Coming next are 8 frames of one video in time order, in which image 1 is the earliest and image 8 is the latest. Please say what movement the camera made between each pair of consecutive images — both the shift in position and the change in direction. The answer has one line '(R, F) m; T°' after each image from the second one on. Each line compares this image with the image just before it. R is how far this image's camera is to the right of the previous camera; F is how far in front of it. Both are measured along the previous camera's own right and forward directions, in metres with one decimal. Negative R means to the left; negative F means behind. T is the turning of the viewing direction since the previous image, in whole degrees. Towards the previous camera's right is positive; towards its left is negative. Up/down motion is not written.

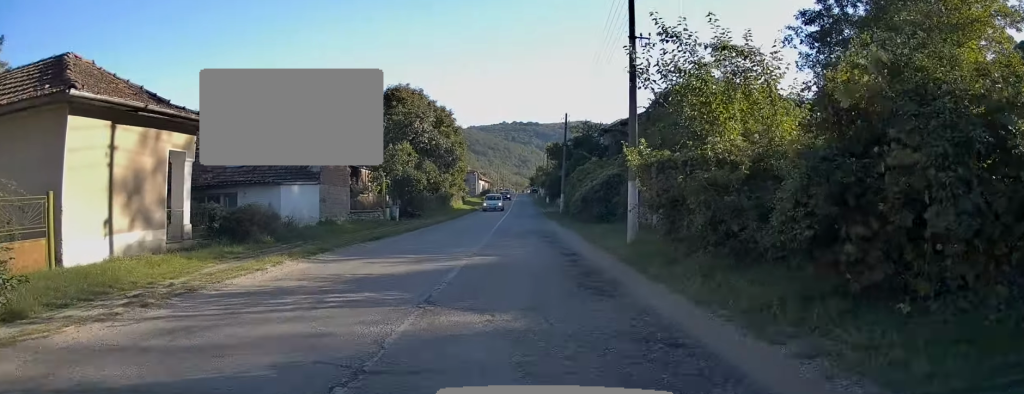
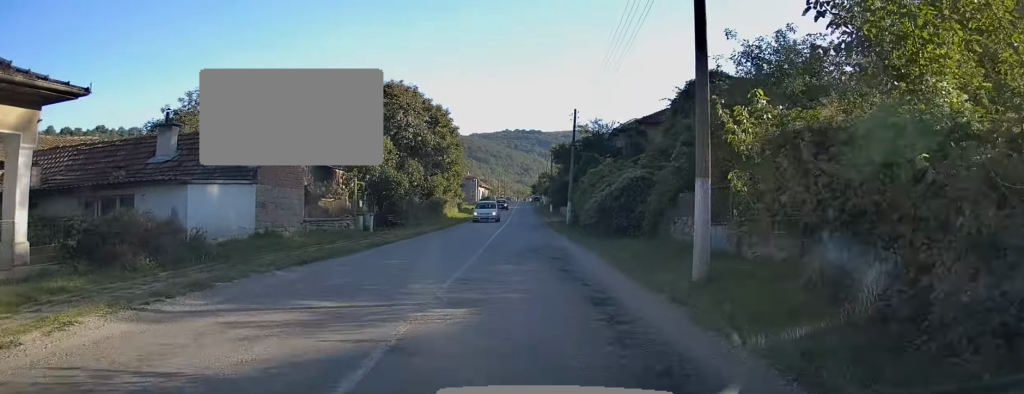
(-0.1, +6.0) m; -1°
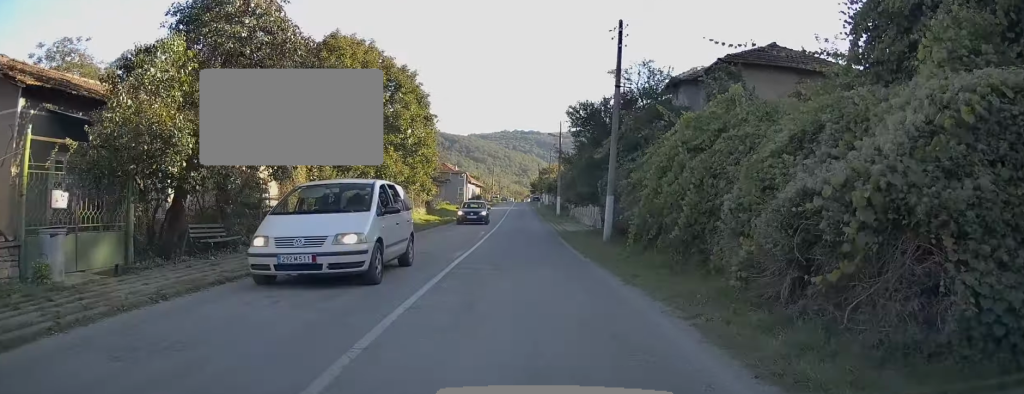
(-0.2, +19.6) m; 0°
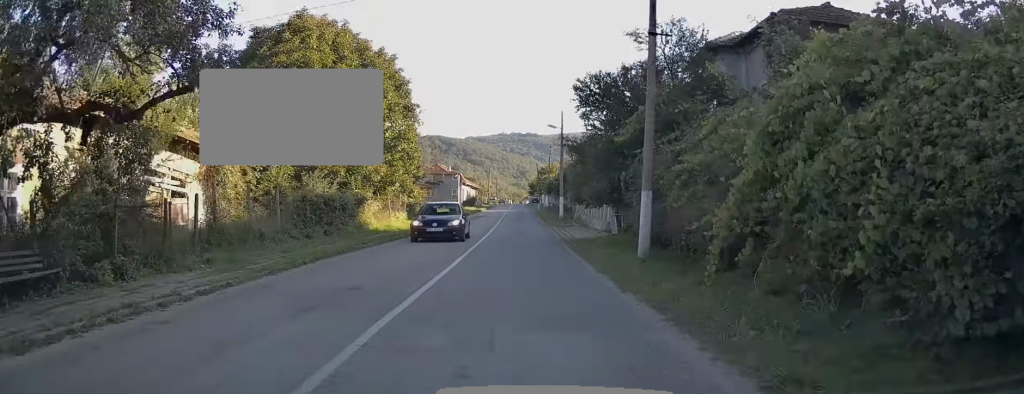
(+0.1, +6.5) m; 0°
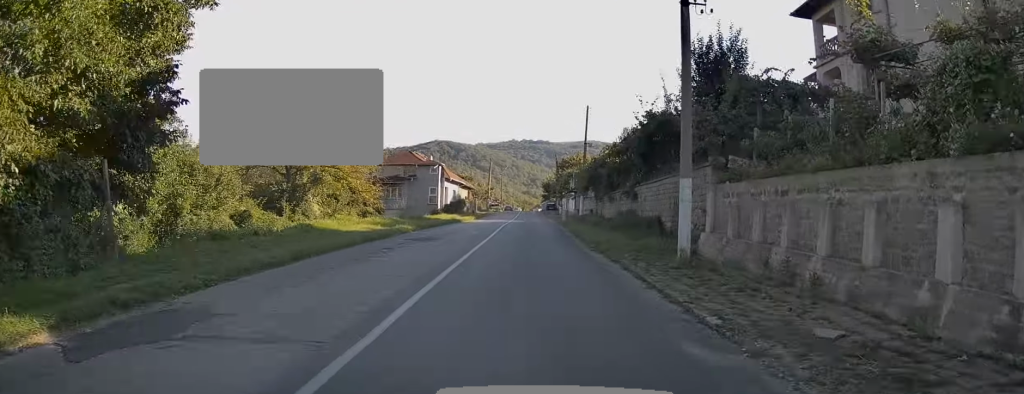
(+0.2, +33.0) m; 0°
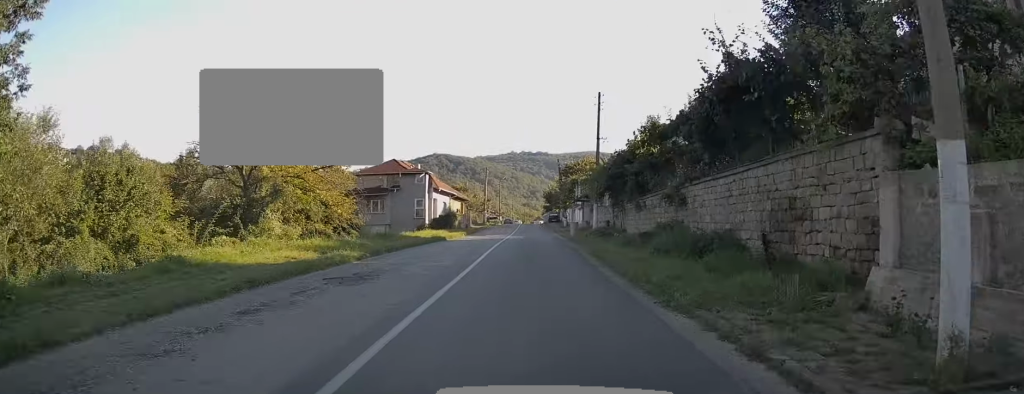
(0.0, +8.3) m; 0°
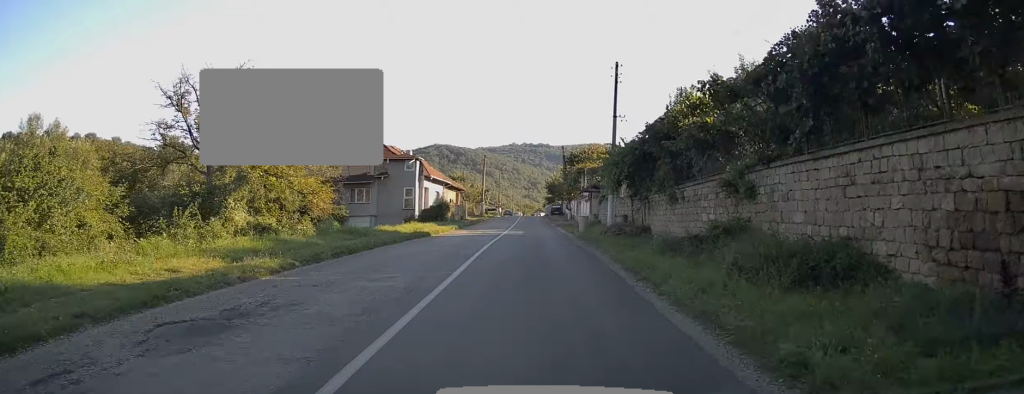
(-0.1, +5.7) m; 0°
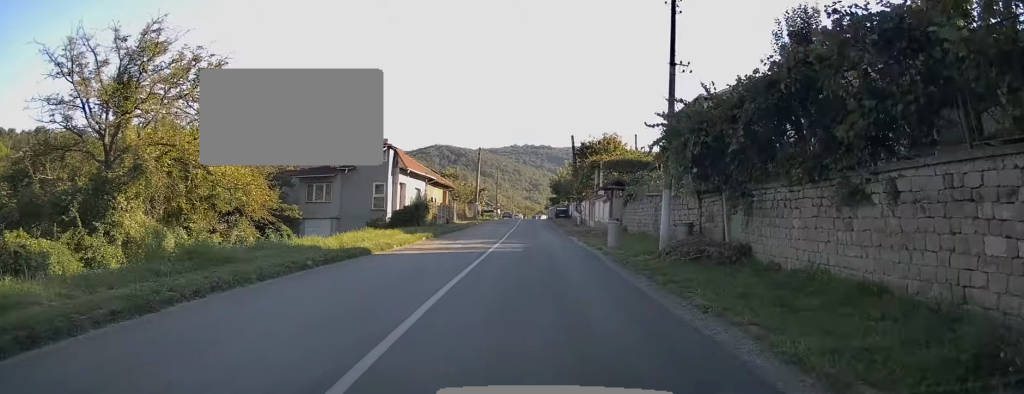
(-0.1, +10.9) m; 0°
